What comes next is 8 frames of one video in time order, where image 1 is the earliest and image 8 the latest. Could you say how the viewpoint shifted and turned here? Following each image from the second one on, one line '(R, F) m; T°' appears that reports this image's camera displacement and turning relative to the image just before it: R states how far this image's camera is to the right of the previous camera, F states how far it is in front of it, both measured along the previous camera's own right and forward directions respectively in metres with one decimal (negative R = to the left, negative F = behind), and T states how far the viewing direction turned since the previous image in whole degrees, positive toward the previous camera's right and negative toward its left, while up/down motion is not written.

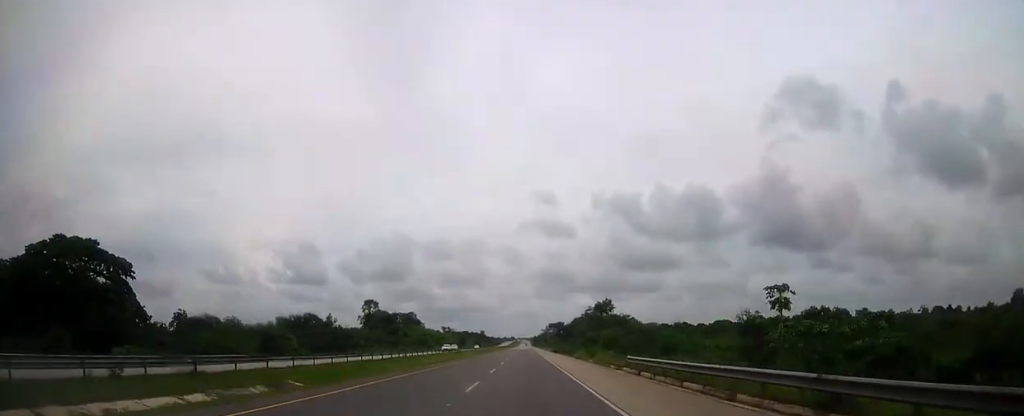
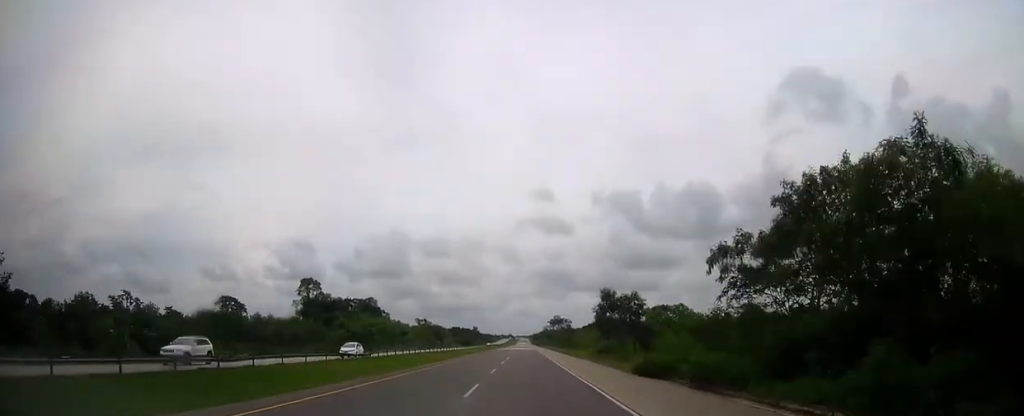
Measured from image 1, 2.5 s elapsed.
(-0.2, +73.7) m; 0°
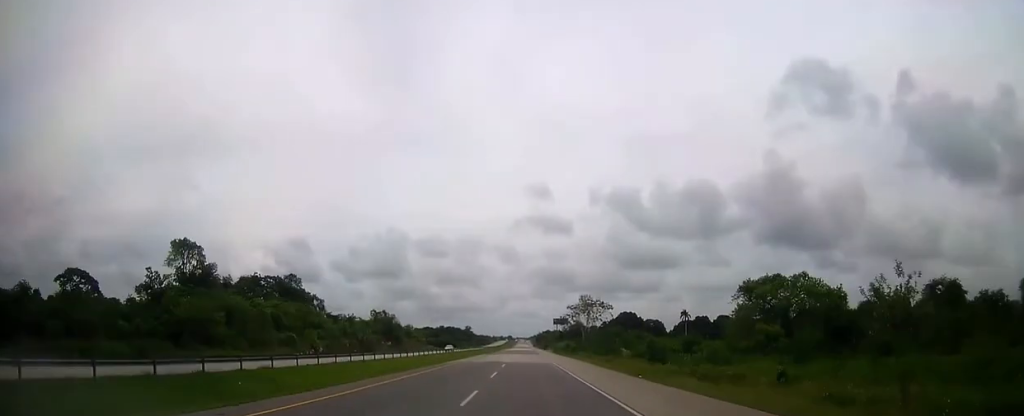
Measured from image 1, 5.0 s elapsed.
(-0.1, +73.8) m; 0°
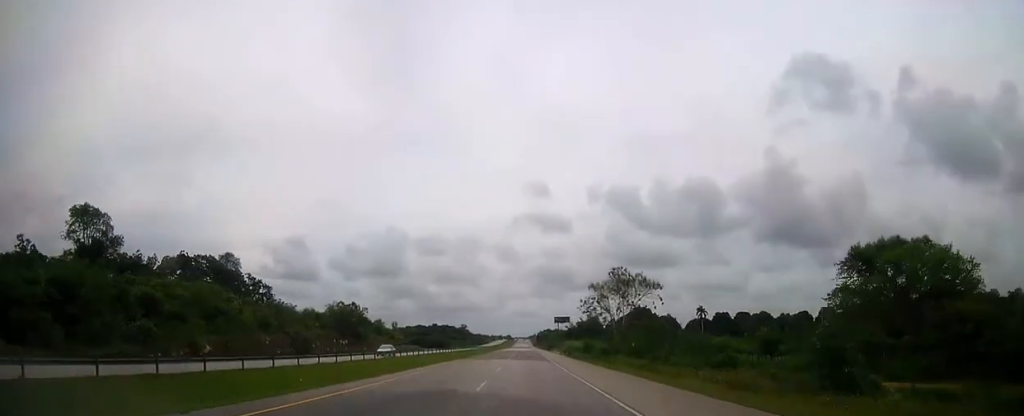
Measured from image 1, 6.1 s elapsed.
(0.0, +32.3) m; 0°
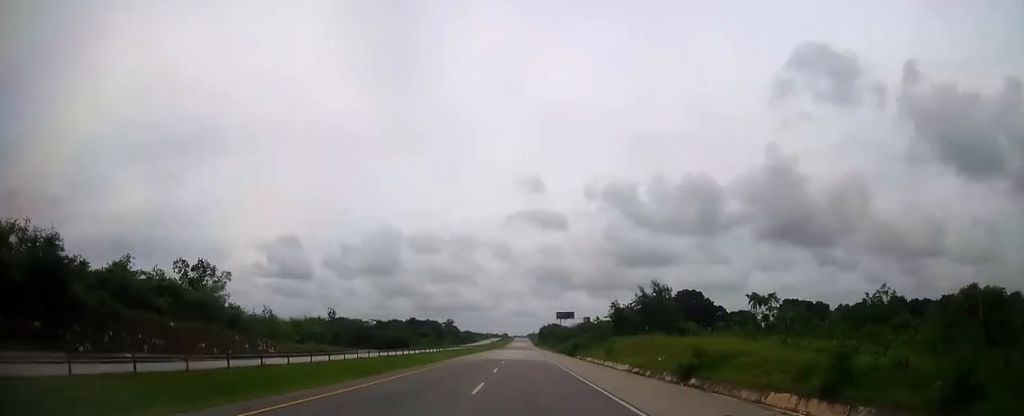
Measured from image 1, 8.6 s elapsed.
(-0.1, +72.8) m; 0°
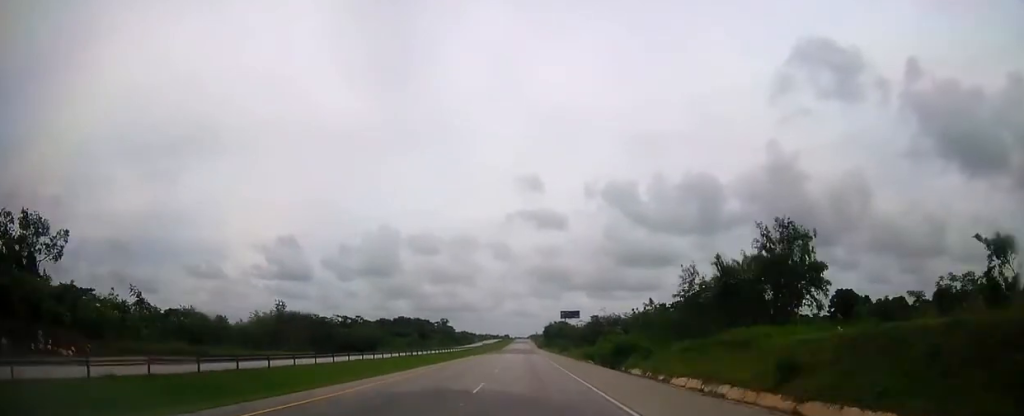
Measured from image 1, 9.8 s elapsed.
(+0.1, +35.3) m; 0°
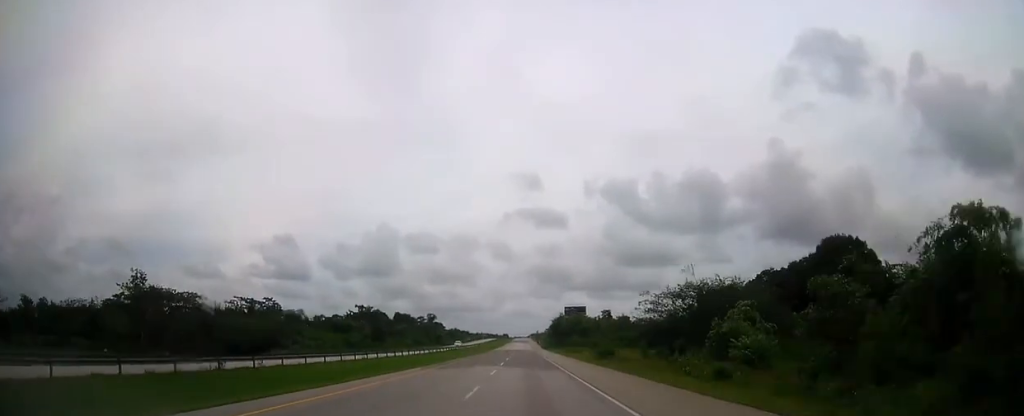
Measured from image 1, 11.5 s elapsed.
(0.0, +49.8) m; 0°
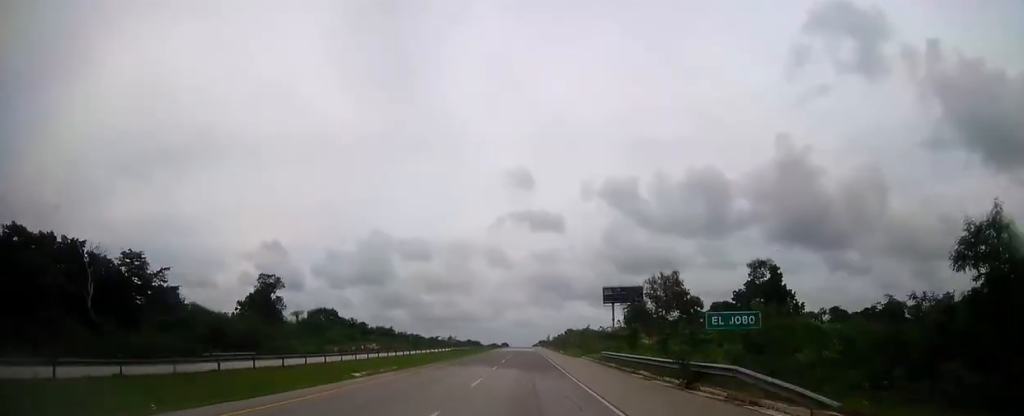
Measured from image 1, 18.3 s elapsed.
(-0.3, +199.5) m; 0°
